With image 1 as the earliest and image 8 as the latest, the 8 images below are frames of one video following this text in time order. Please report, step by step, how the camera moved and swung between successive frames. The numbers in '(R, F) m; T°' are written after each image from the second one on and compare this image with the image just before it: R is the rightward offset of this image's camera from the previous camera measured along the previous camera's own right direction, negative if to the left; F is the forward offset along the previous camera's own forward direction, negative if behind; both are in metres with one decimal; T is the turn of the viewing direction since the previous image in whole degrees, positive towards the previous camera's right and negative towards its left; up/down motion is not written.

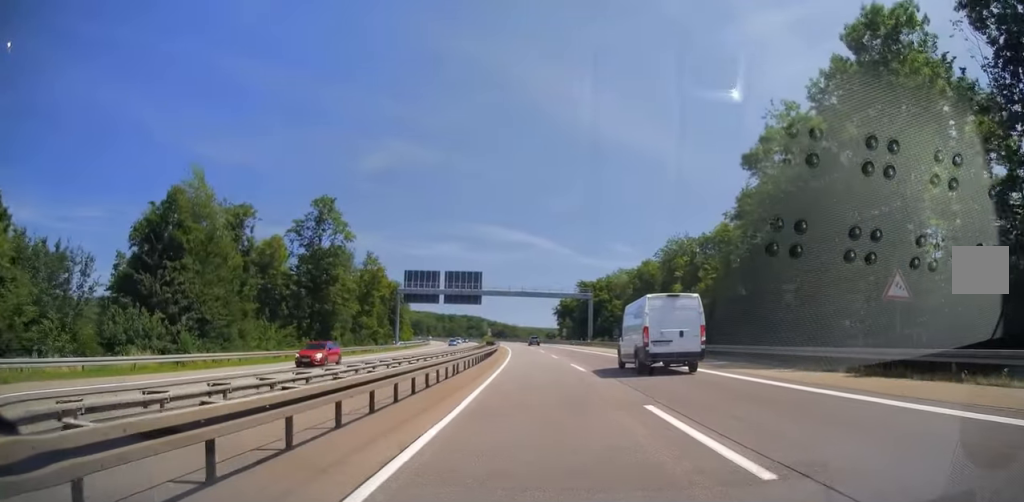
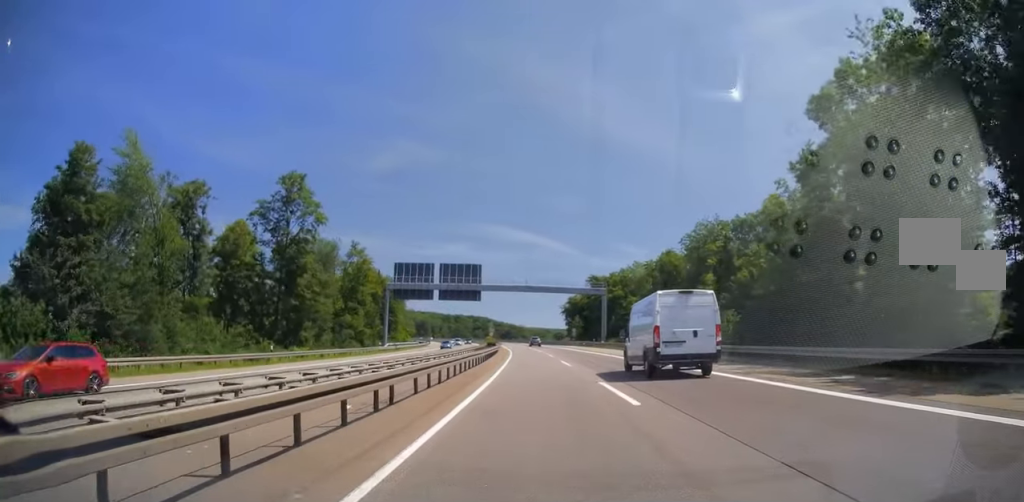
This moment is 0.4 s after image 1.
(-0.1, +11.7) m; -1°
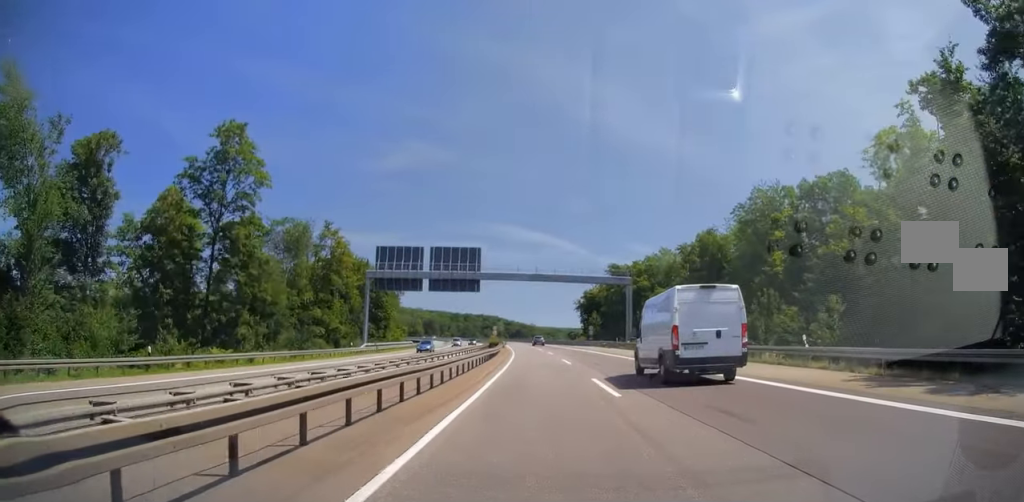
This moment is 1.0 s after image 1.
(-0.3, +15.9) m; -1°
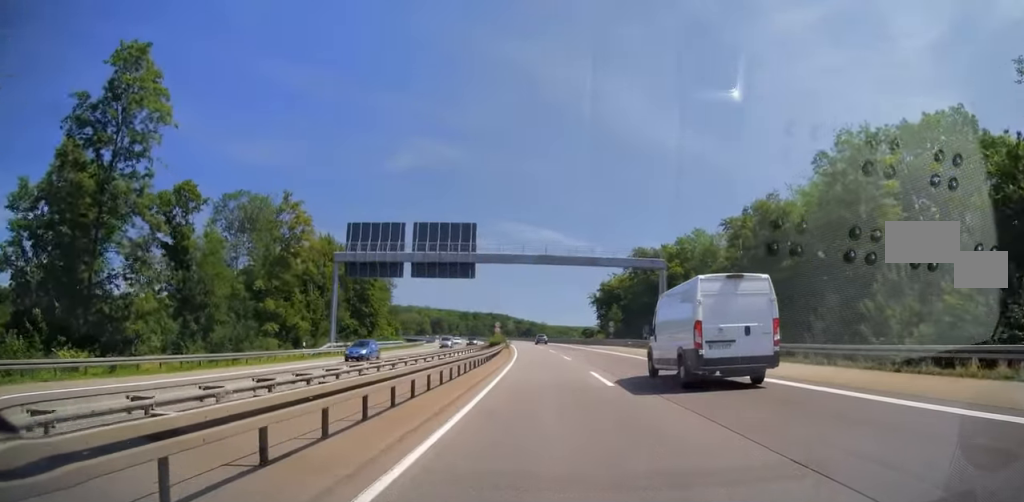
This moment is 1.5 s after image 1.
(-0.1, +15.4) m; 0°
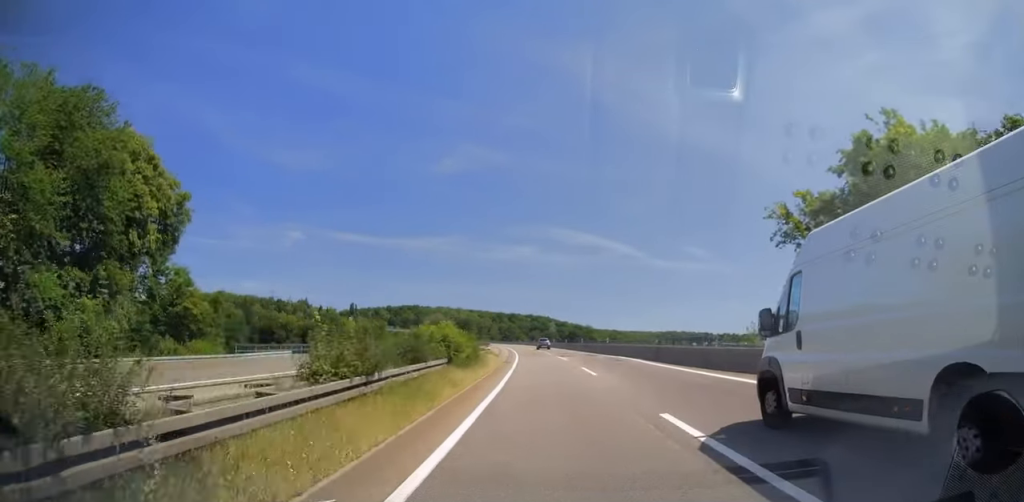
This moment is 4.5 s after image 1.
(-3.1, +83.4) m; -5°
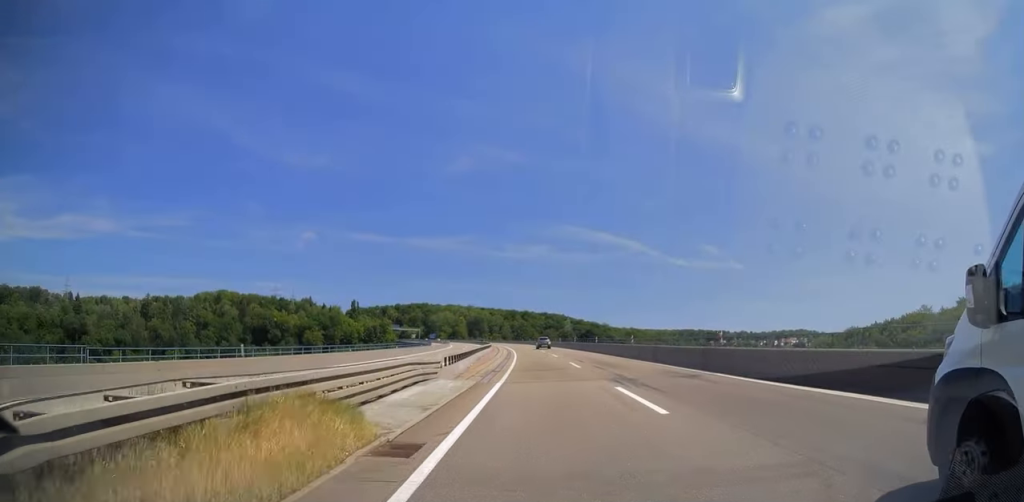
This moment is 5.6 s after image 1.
(-0.5, +30.0) m; -2°
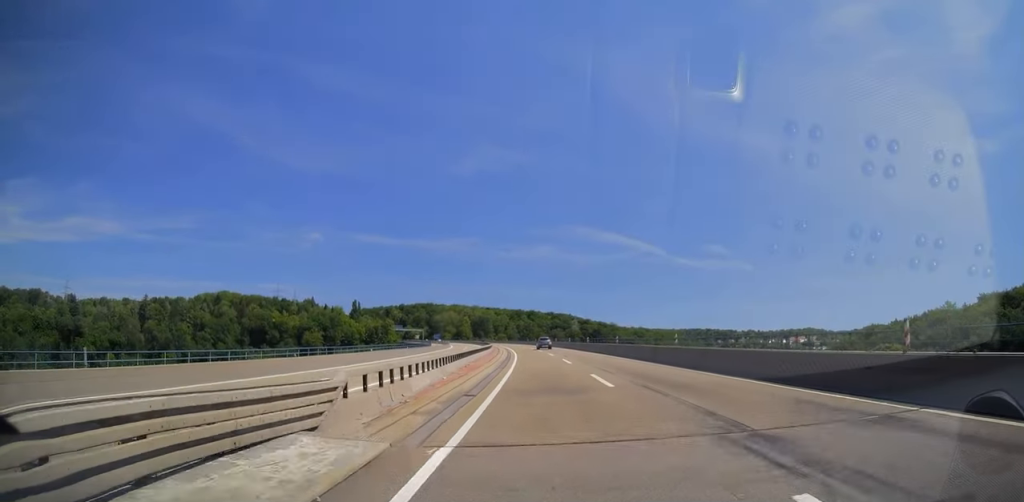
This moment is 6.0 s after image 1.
(-0.1, +11.2) m; 0°
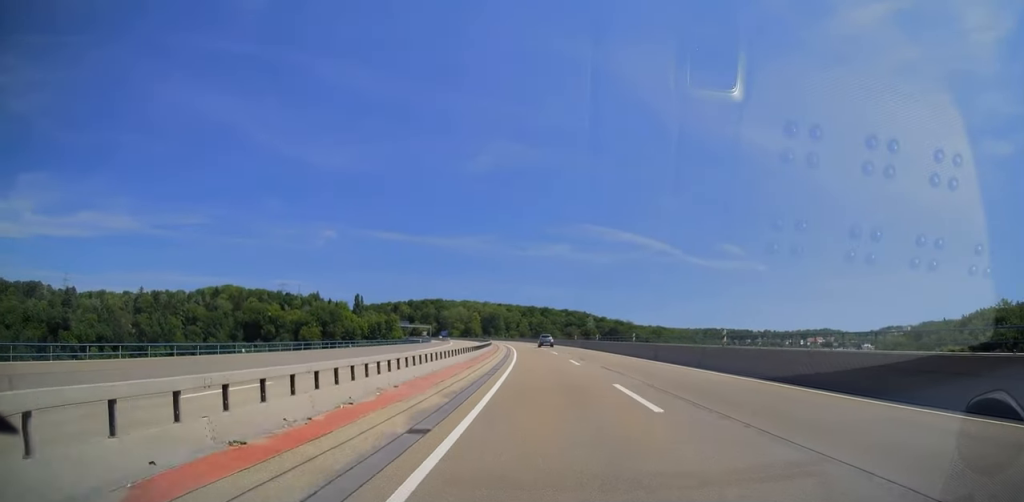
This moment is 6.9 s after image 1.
(-0.2, +24.3) m; -1°
